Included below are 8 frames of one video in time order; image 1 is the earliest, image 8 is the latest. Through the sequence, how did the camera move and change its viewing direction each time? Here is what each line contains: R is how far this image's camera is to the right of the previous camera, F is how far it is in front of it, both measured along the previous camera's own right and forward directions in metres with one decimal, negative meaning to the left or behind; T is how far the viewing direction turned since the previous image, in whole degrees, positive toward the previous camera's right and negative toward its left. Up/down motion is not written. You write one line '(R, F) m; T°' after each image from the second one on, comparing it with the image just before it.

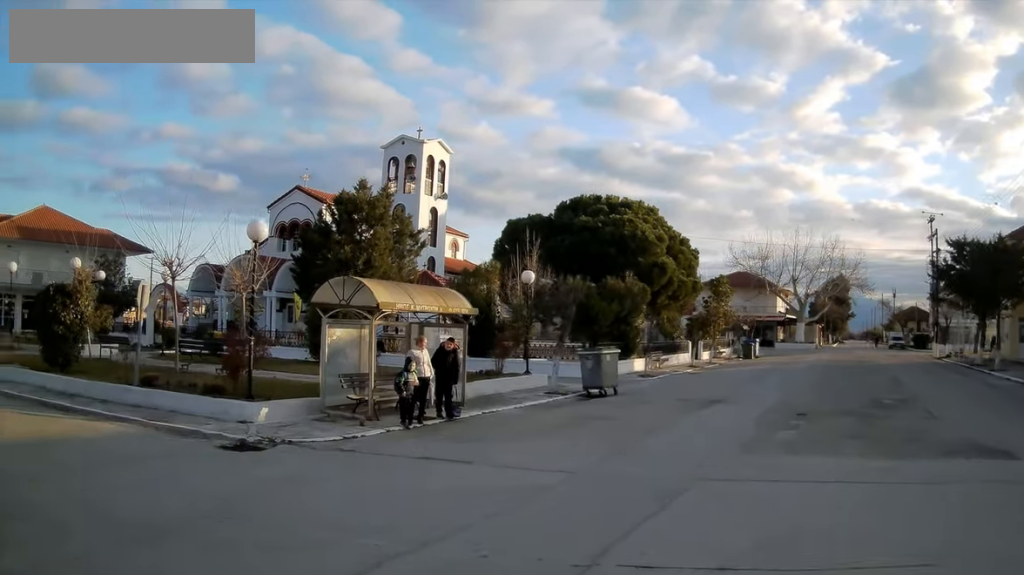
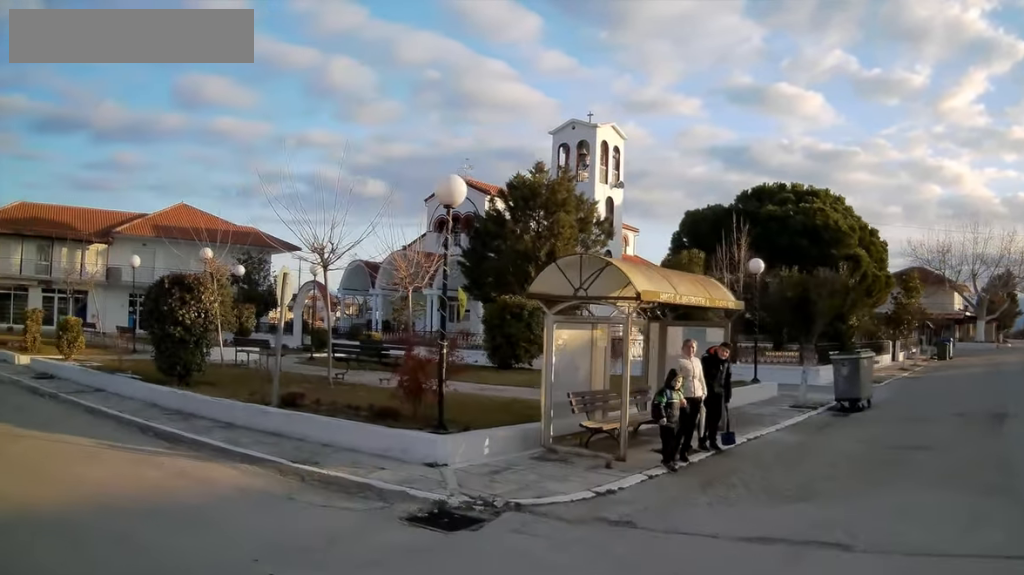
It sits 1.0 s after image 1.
(-0.5, +4.2) m; -14°
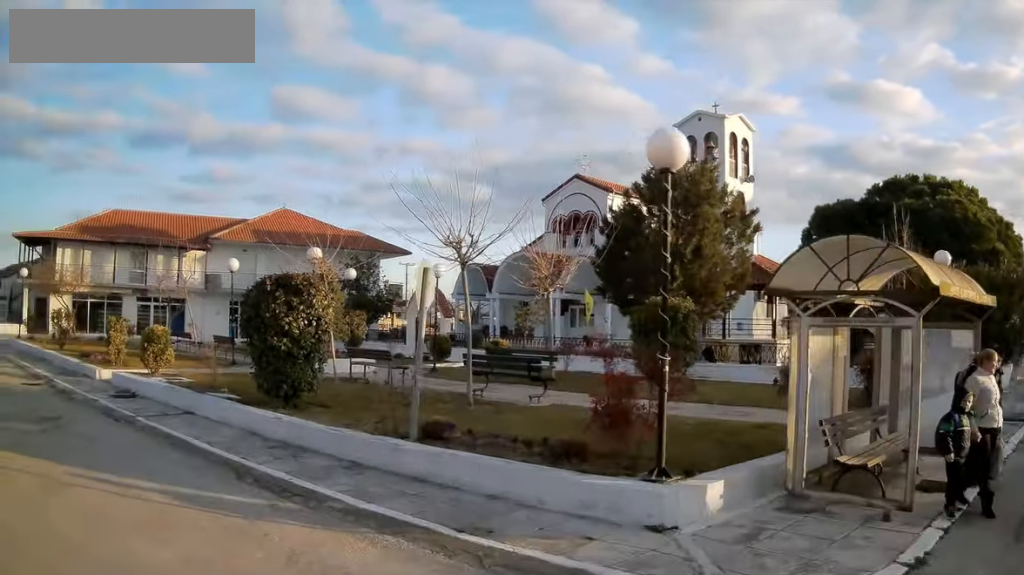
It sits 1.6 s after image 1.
(-0.2, +2.6) m; -10°
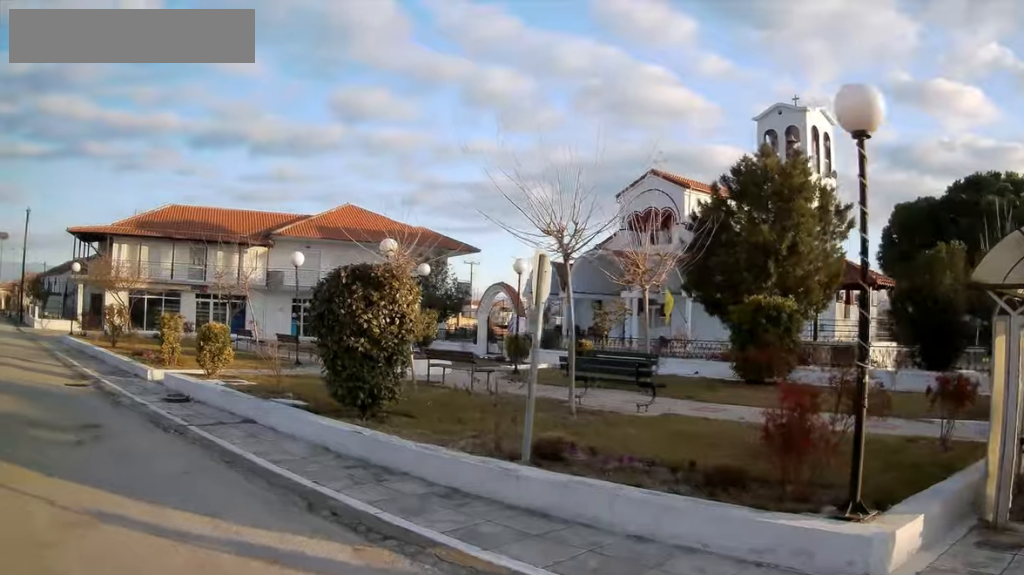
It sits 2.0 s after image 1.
(-0.1, +1.3) m; -6°
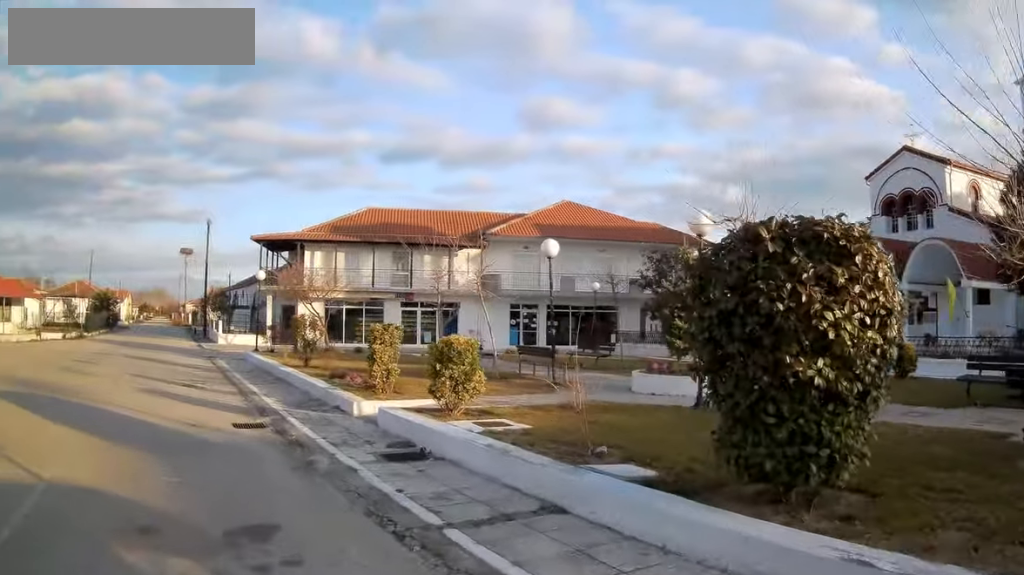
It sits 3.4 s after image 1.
(-0.9, +4.4) m; -26°
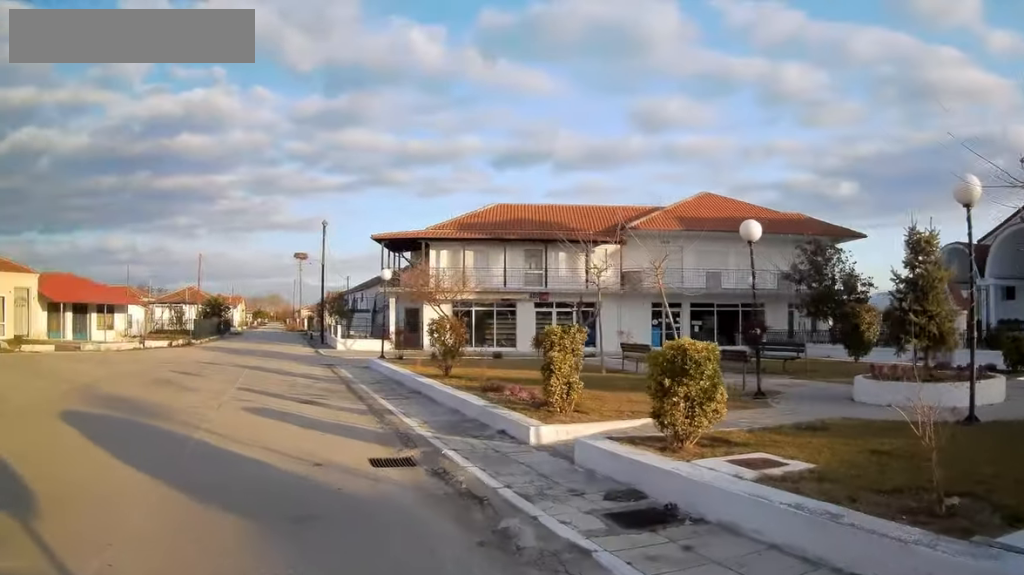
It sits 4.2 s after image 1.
(-0.5, +2.9) m; -12°
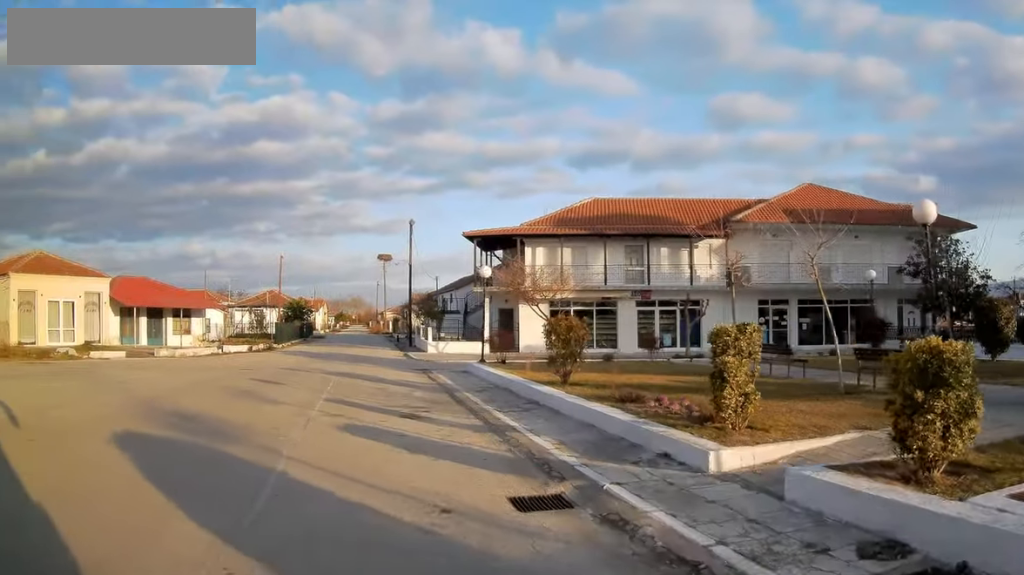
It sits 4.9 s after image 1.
(-0.2, +2.2) m; -7°
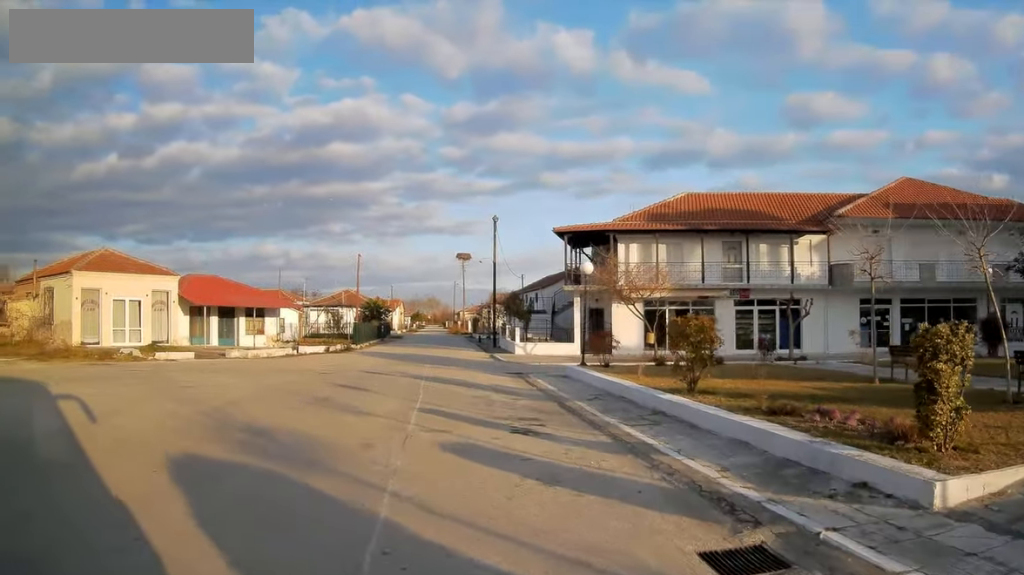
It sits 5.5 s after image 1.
(0.0, +2.4) m; -7°
